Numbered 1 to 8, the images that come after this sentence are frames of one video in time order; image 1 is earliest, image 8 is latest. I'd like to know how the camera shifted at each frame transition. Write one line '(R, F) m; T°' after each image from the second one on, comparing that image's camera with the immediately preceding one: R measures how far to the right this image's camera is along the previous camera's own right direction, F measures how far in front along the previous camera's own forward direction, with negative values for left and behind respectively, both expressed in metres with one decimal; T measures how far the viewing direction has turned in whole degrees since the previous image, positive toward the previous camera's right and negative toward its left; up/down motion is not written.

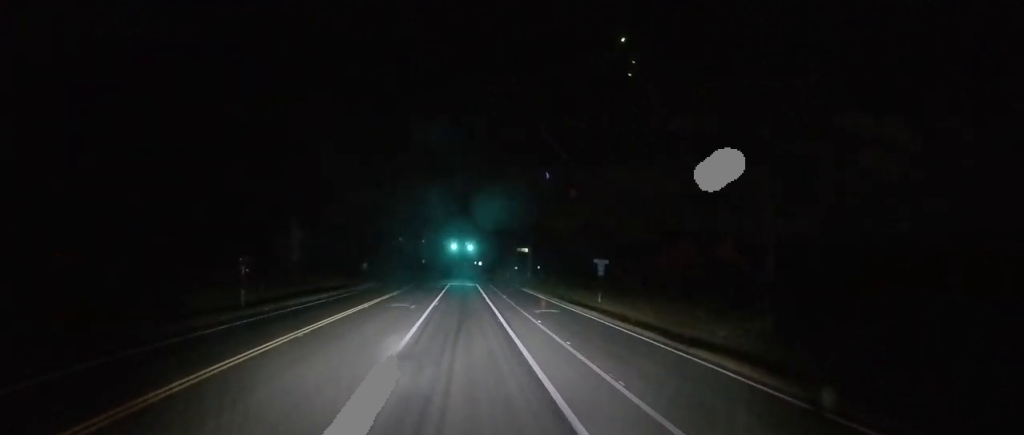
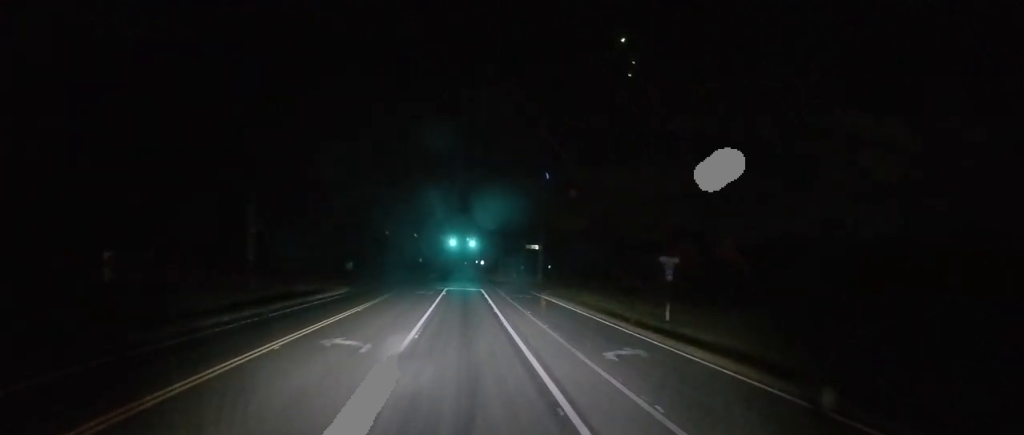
(+0.2, +14.8) m; 0°
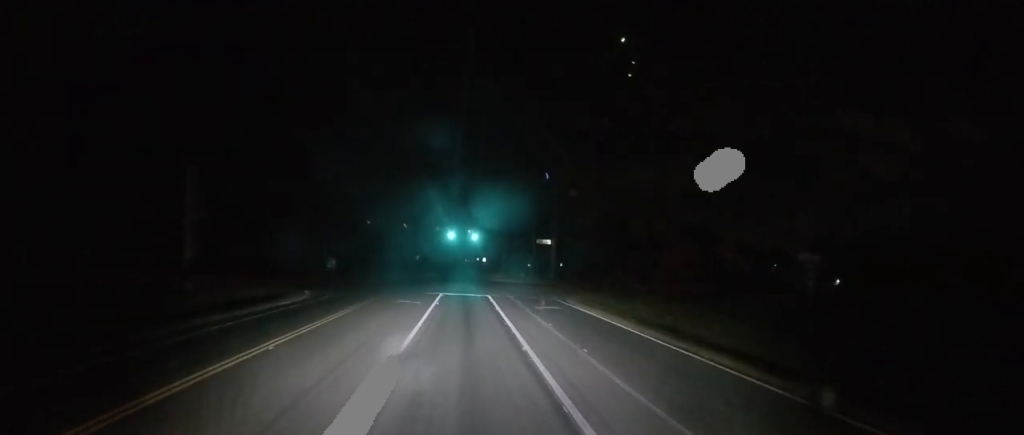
(-0.2, +13.1) m; 0°
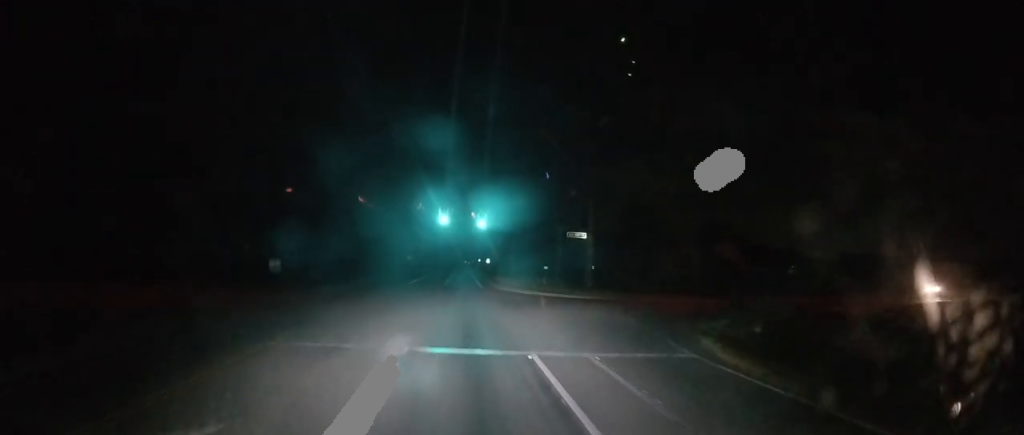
(+0.2, +24.5) m; 0°
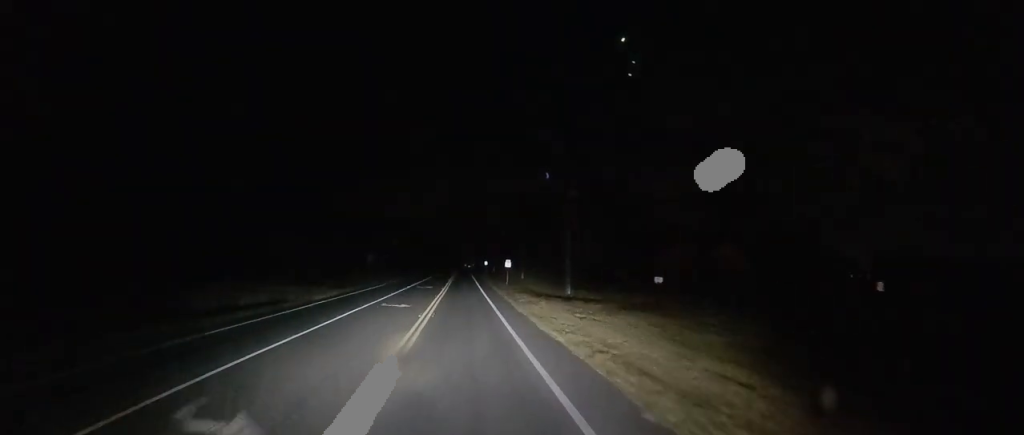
(-0.7, +55.8) m; 0°
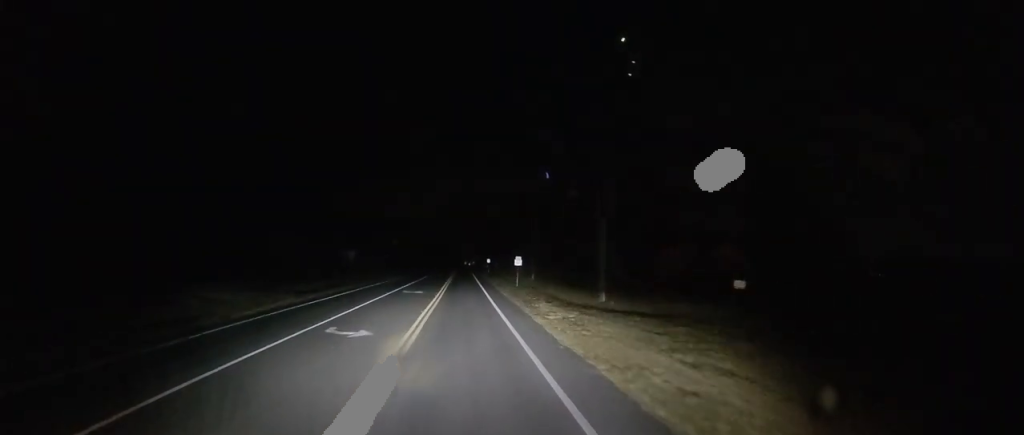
(+0.2, +12.9) m; 0°
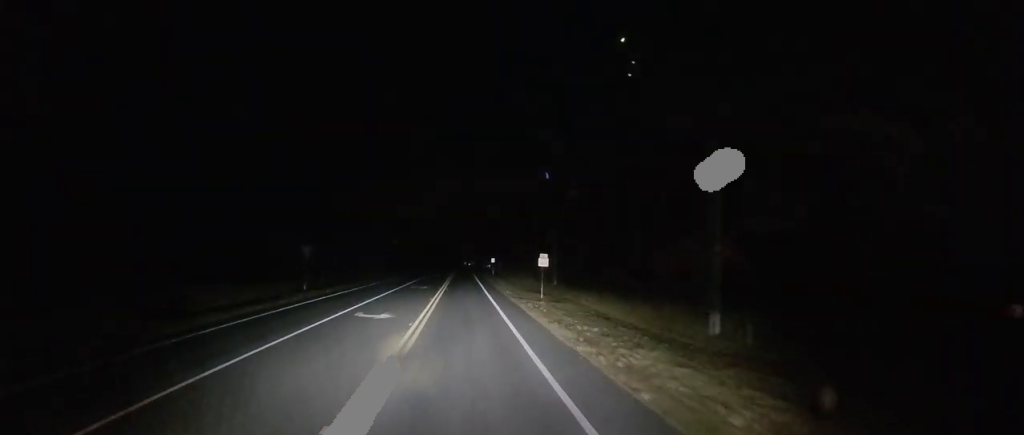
(+0.1, +18.6) m; 0°
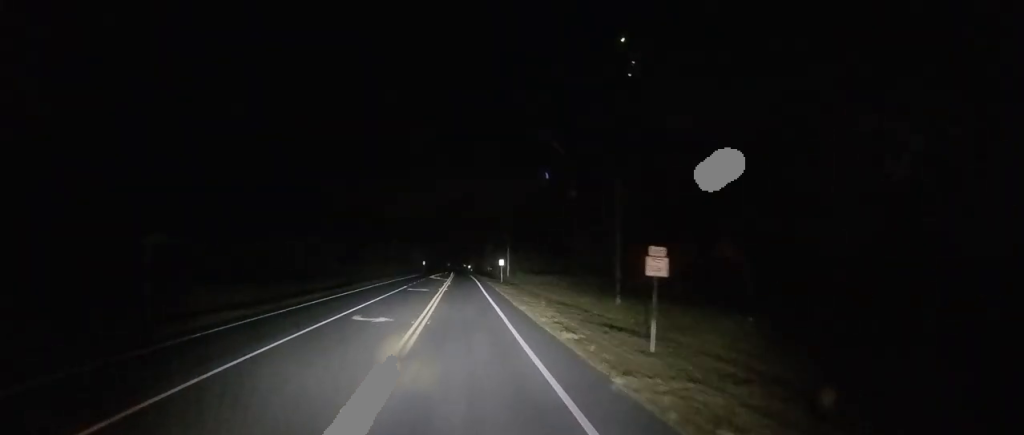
(-0.1, +24.4) m; -1°
